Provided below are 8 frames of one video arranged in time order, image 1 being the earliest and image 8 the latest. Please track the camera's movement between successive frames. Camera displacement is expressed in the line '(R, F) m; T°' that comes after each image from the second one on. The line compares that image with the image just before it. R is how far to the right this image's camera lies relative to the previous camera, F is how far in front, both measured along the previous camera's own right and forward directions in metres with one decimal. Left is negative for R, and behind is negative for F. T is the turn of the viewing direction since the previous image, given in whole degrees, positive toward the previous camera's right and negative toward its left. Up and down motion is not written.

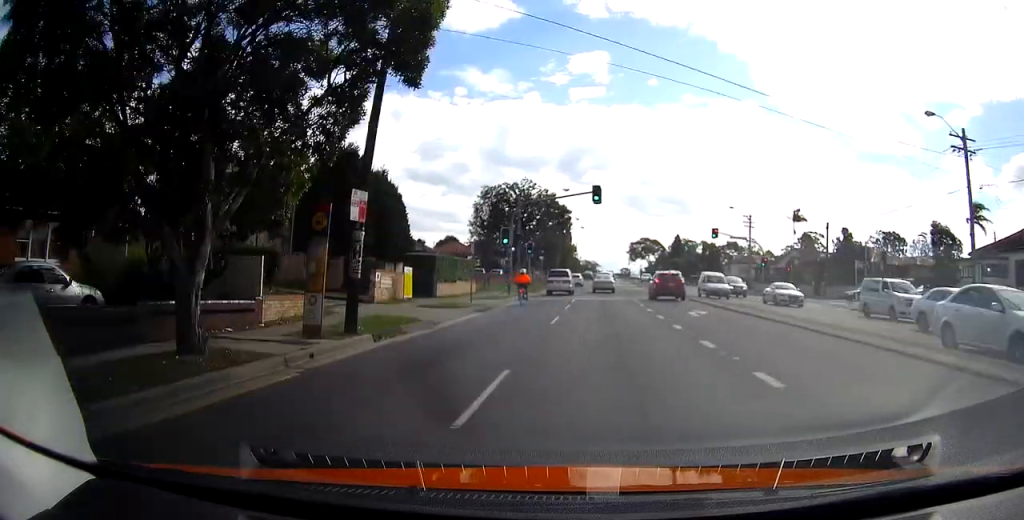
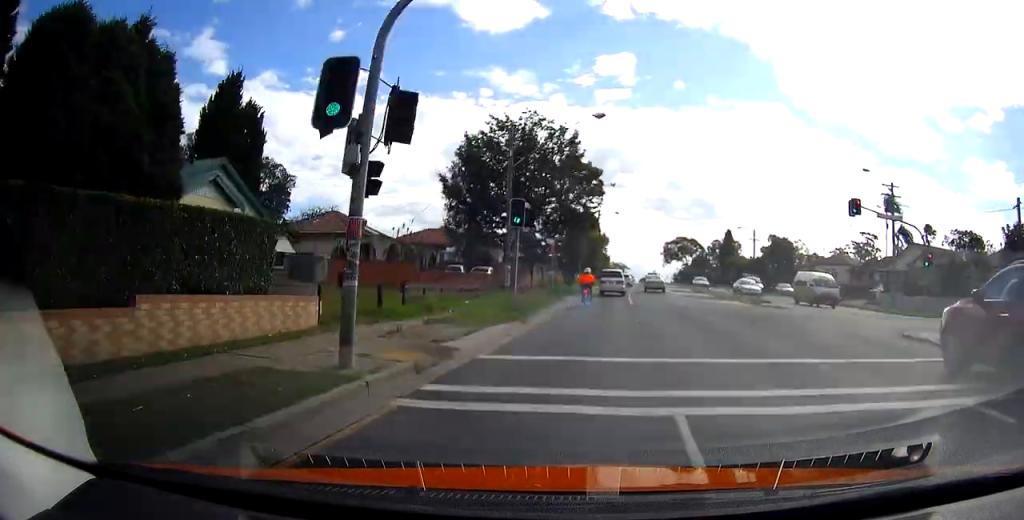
(-0.2, +28.2) m; +2°
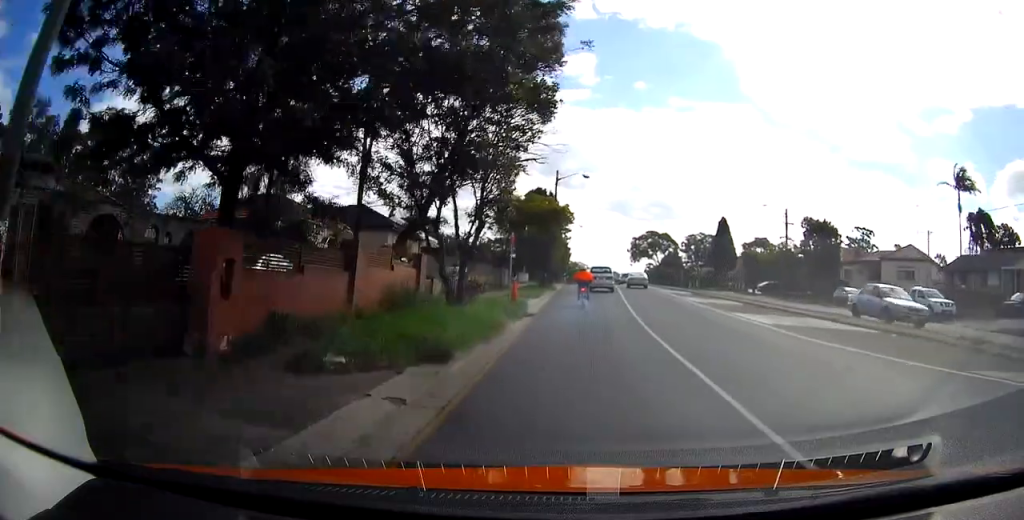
(+1.1, +28.0) m; +2°
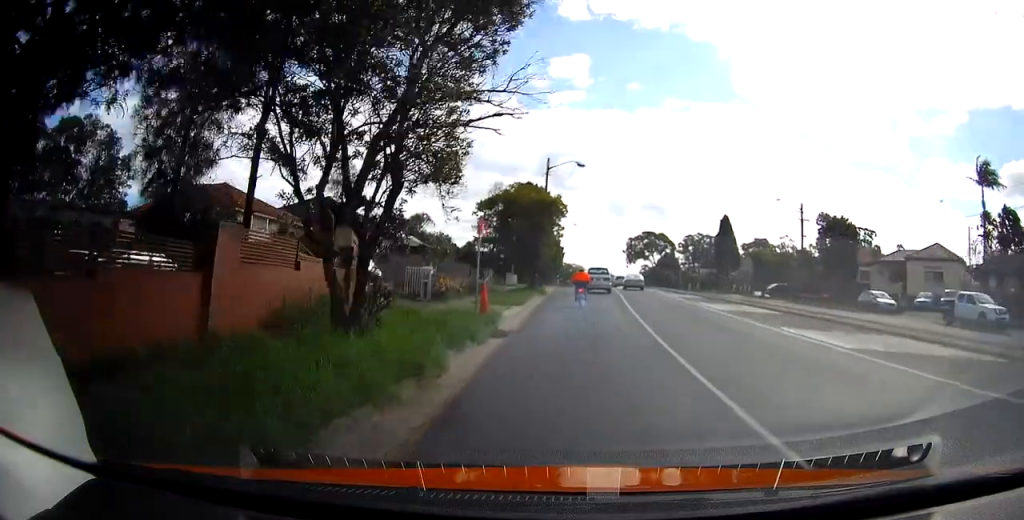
(0.0, +5.6) m; 0°
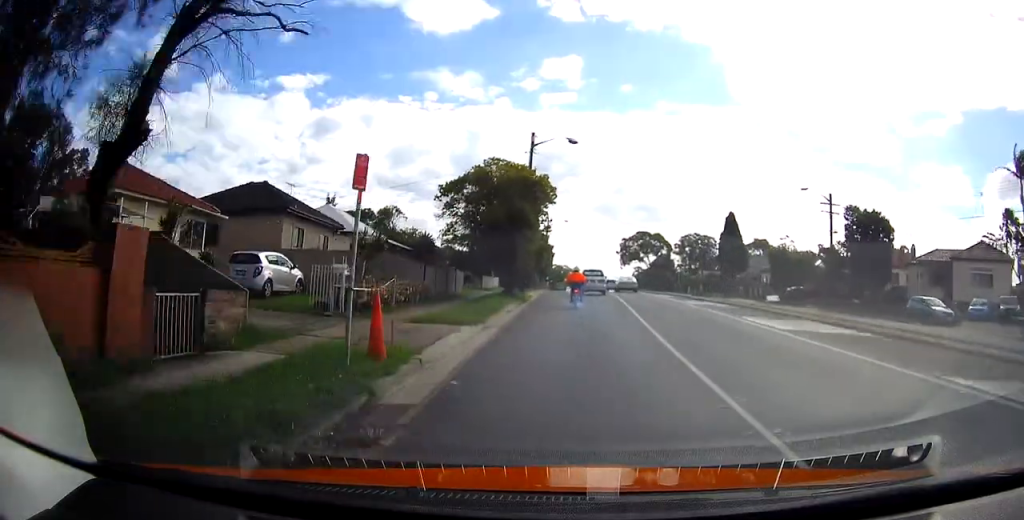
(-0.3, +7.8) m; +1°
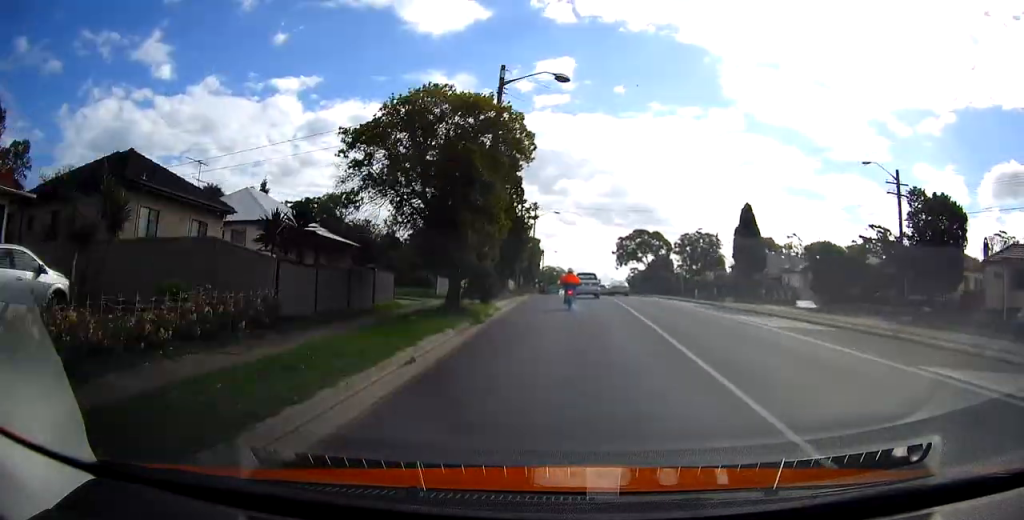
(+0.3, +11.3) m; +1°
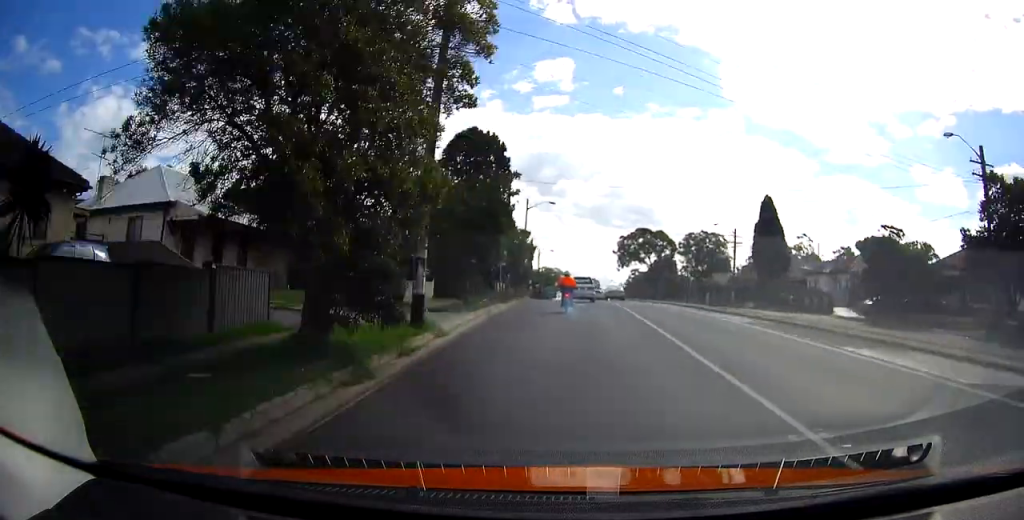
(+0.2, +9.0) m; 0°
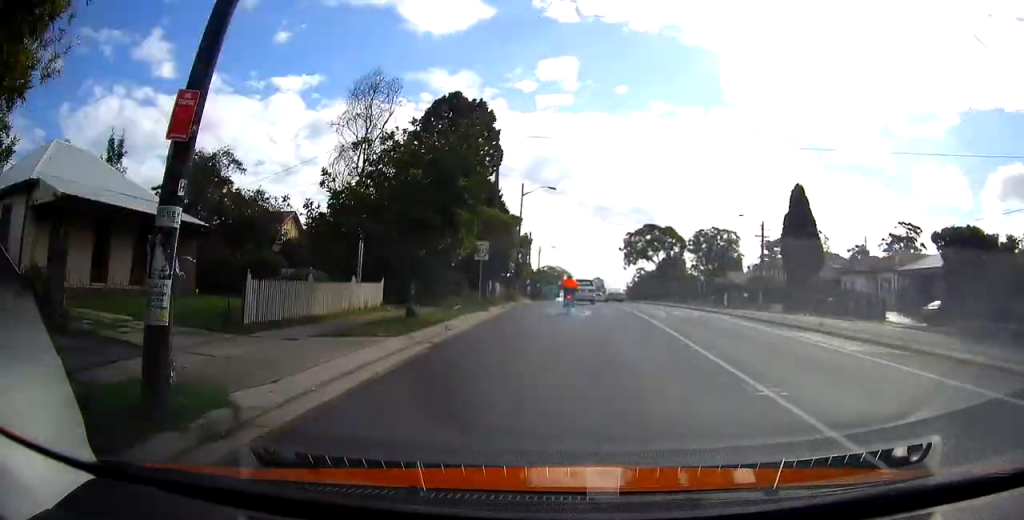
(-0.3, +8.4) m; -2°
